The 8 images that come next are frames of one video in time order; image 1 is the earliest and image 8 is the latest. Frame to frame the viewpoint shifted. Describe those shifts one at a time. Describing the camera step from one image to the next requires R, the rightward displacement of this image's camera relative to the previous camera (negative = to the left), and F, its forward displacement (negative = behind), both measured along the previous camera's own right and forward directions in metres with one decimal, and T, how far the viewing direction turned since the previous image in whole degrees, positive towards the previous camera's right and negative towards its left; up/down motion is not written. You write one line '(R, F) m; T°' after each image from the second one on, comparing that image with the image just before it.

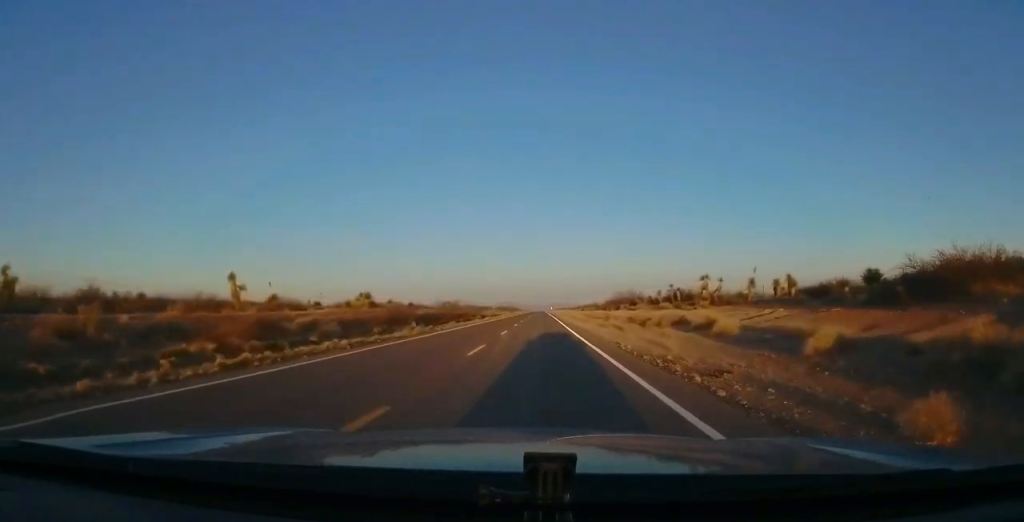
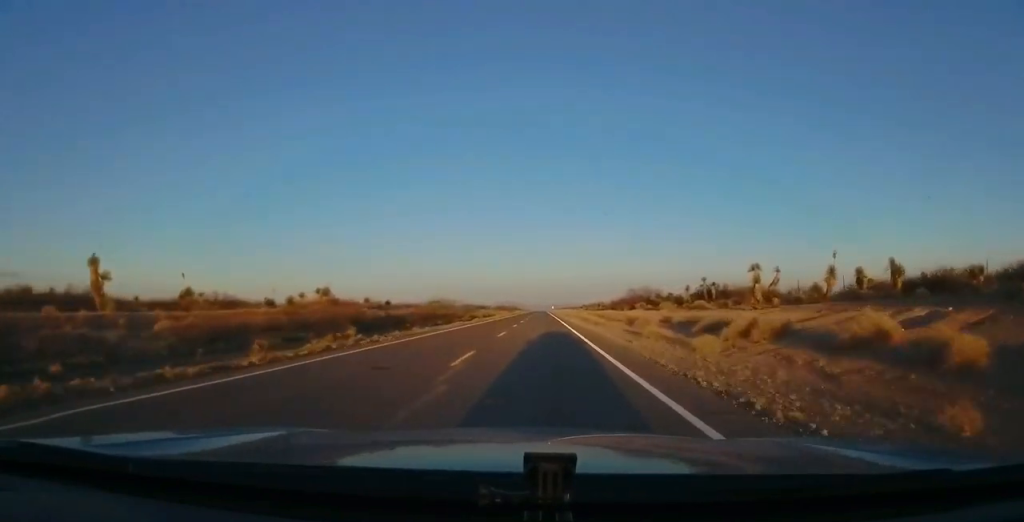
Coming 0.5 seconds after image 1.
(0.0, +14.6) m; 0°
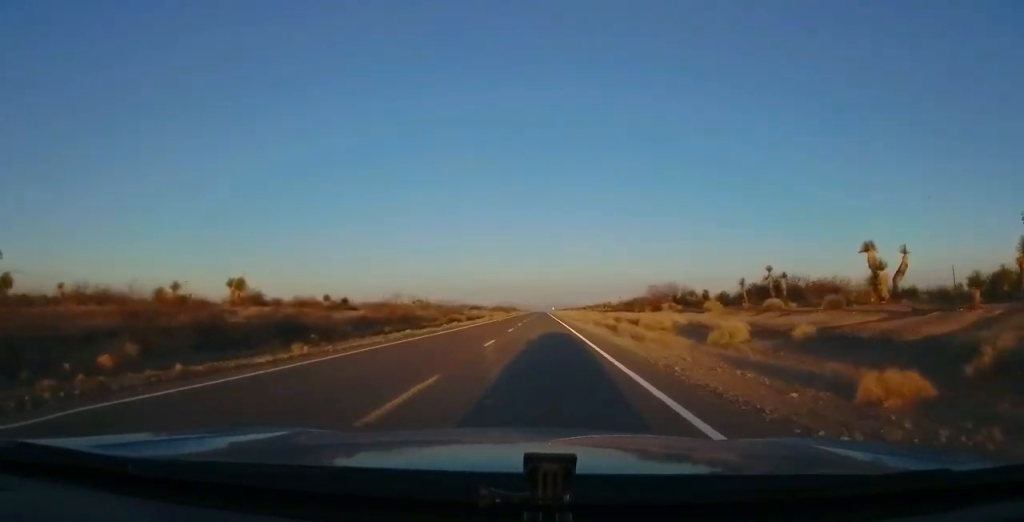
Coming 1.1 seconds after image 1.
(-0.3, +17.5) m; 0°
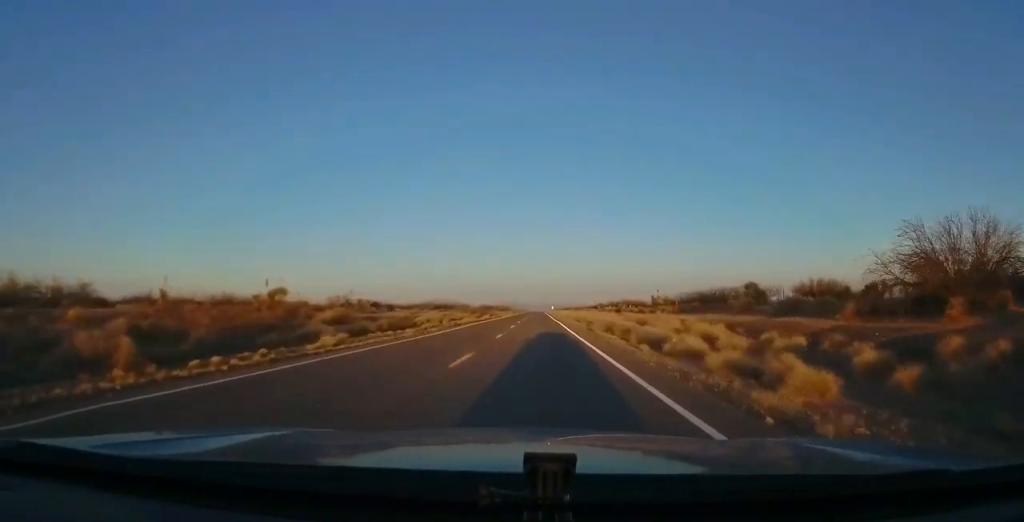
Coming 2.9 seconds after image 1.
(0.0, +53.3) m; 0°
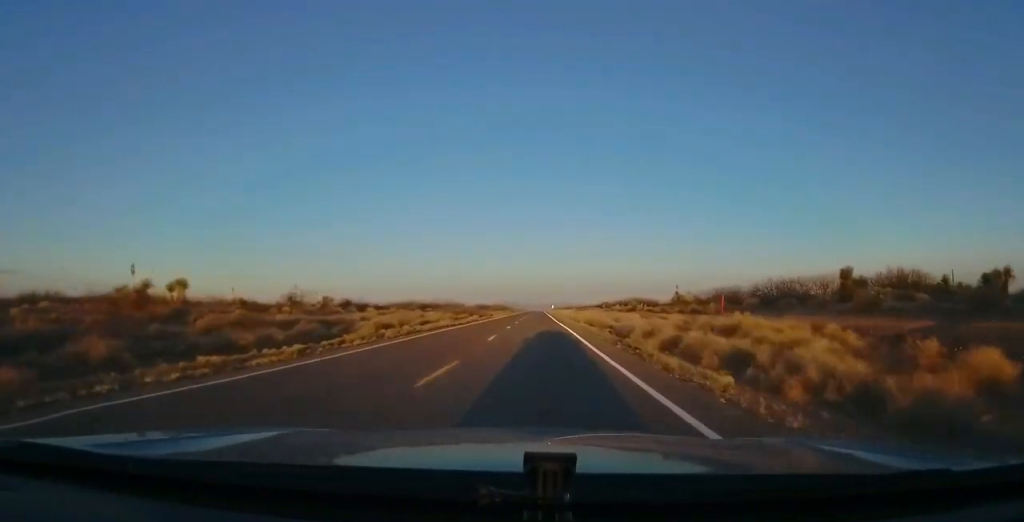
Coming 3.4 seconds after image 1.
(-0.2, +14.6) m; 0°
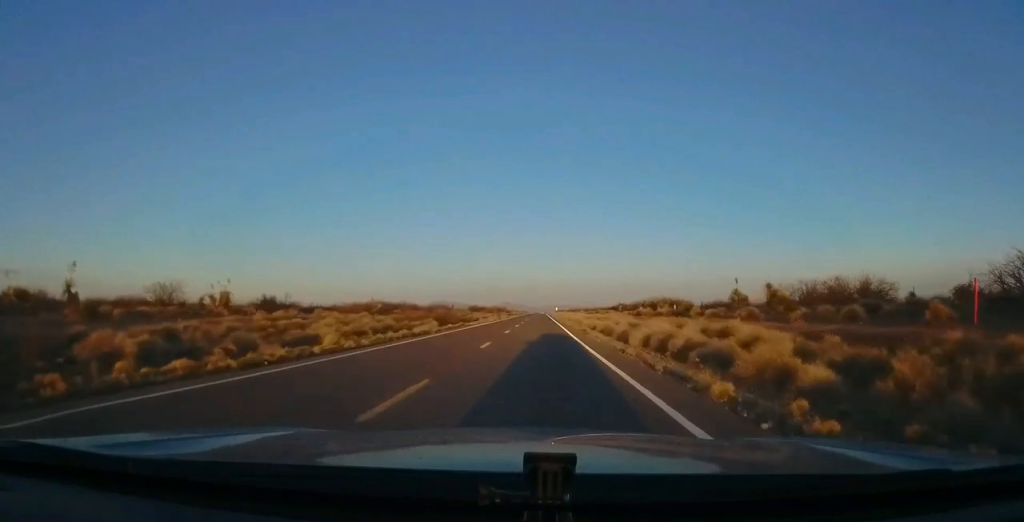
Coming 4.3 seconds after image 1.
(+0.5, +26.3) m; +1°
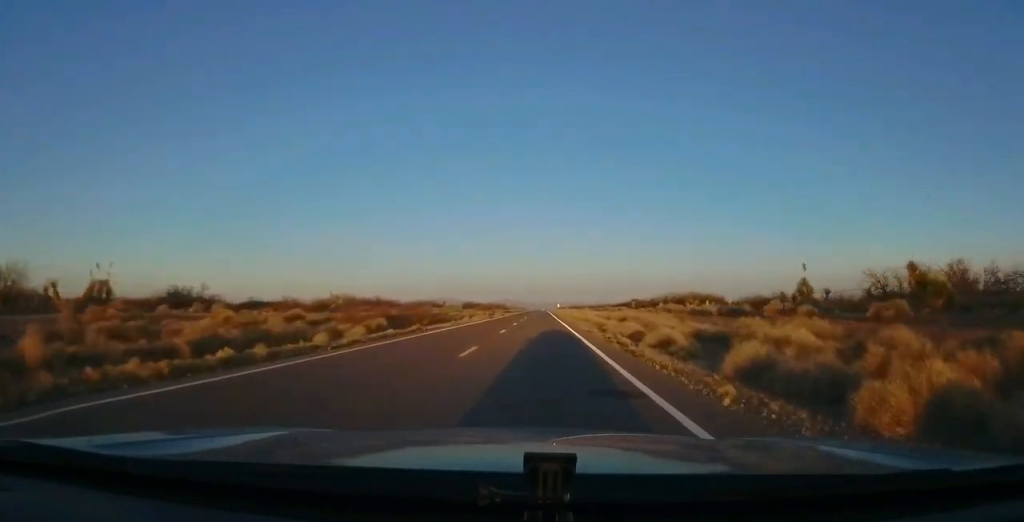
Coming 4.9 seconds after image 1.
(0.0, +16.6) m; -1°
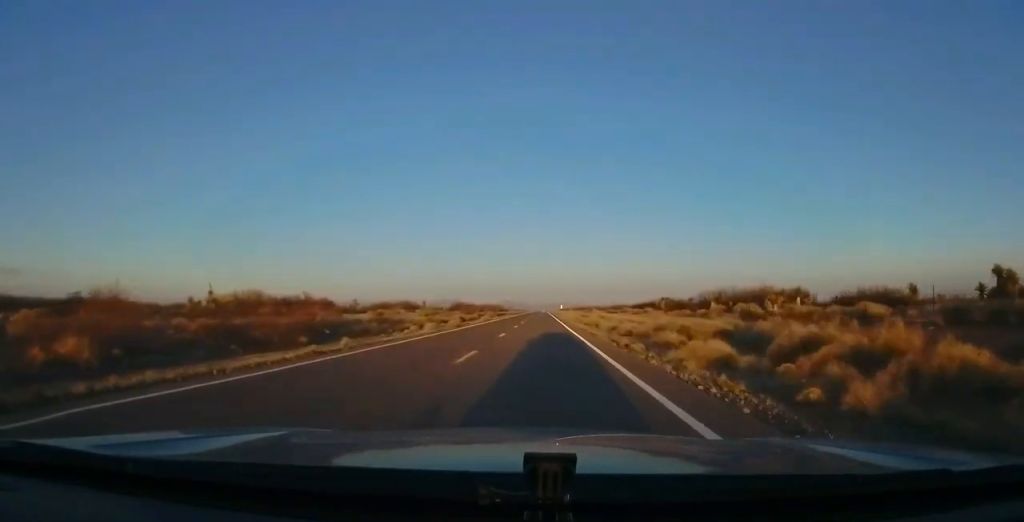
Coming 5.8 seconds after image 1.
(-0.2, +25.3) m; -1°
